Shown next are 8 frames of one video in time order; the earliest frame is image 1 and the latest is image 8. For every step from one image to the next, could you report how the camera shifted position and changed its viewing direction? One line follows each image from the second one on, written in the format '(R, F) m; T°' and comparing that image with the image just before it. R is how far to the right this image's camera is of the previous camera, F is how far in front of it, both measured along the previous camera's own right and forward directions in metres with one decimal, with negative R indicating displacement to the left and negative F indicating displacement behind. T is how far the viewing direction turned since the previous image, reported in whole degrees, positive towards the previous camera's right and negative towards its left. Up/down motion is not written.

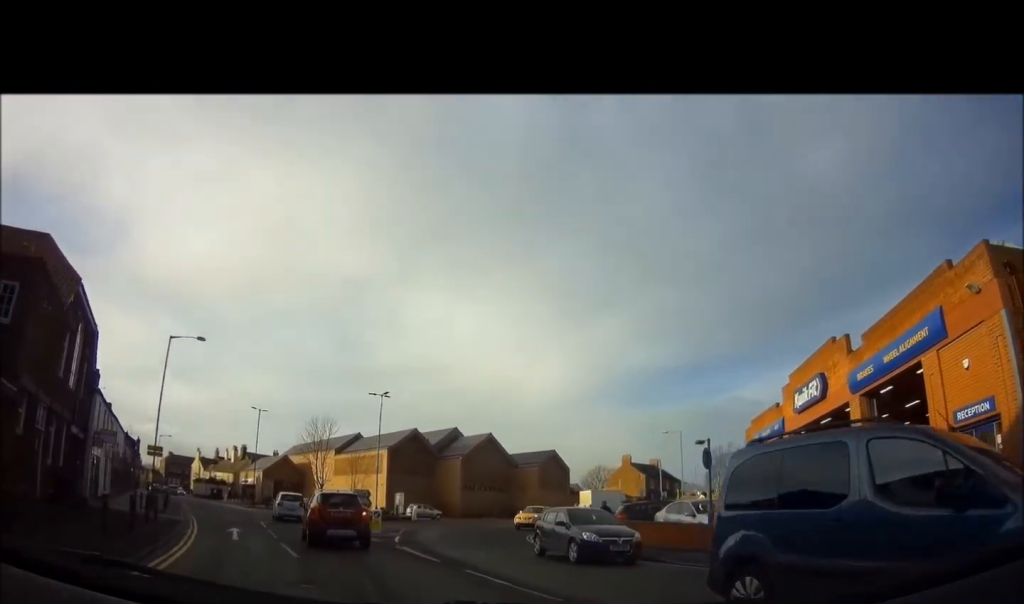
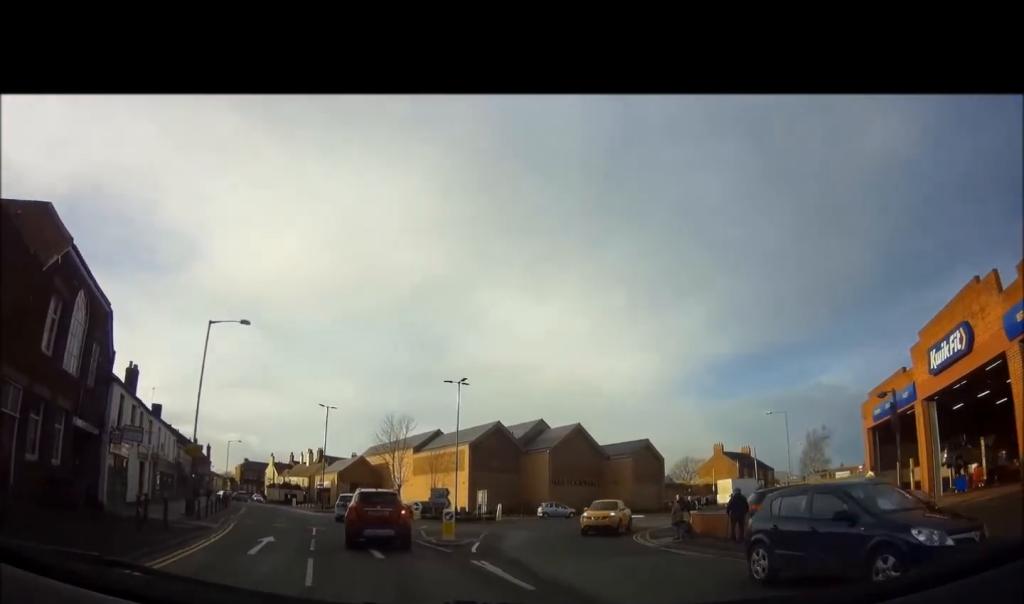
(-0.3, +4.2) m; -8°
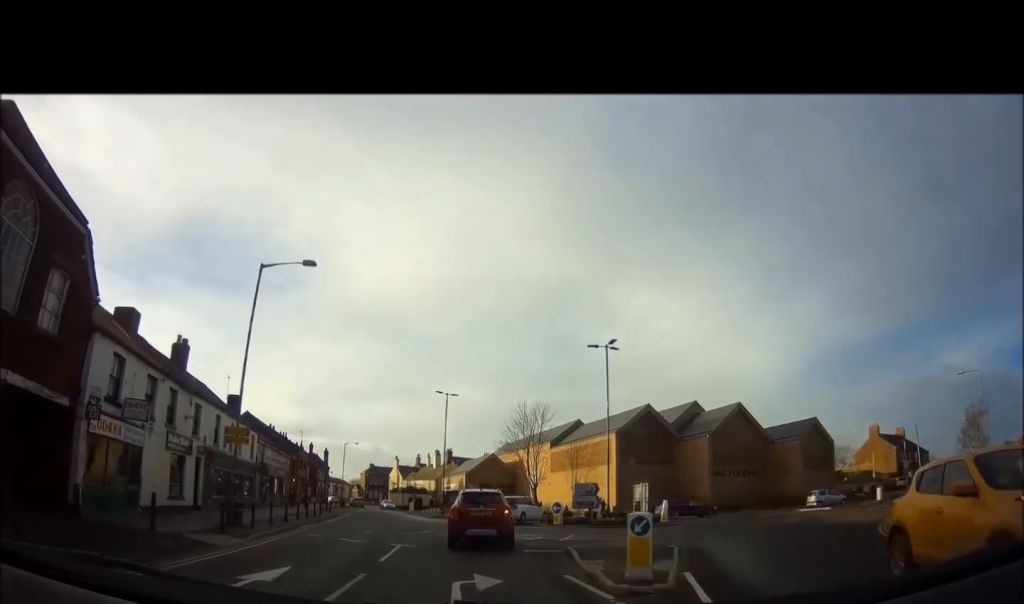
(-1.0, +8.5) m; -18°
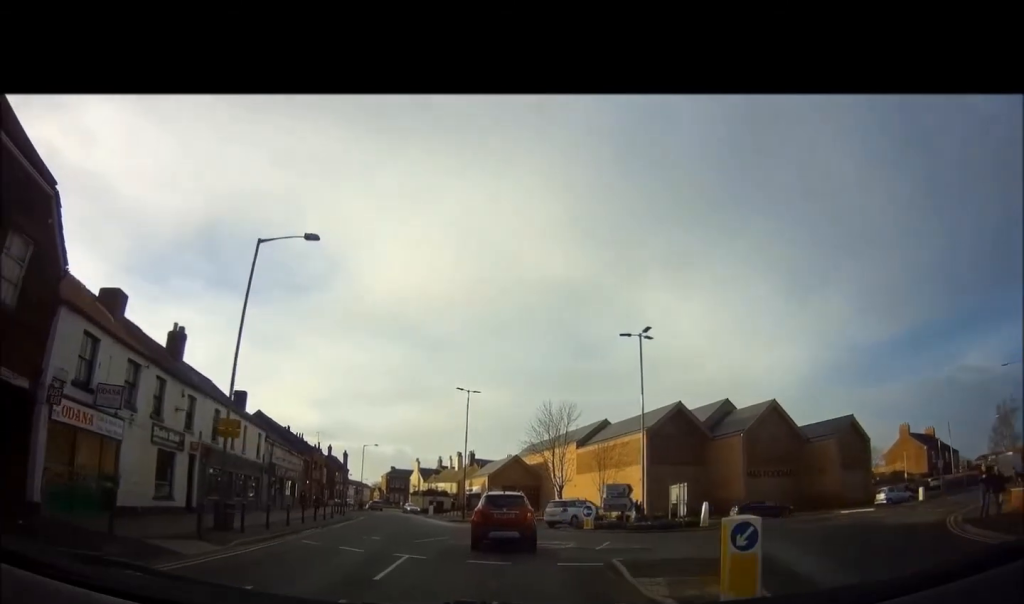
(-0.4, +2.5) m; -2°
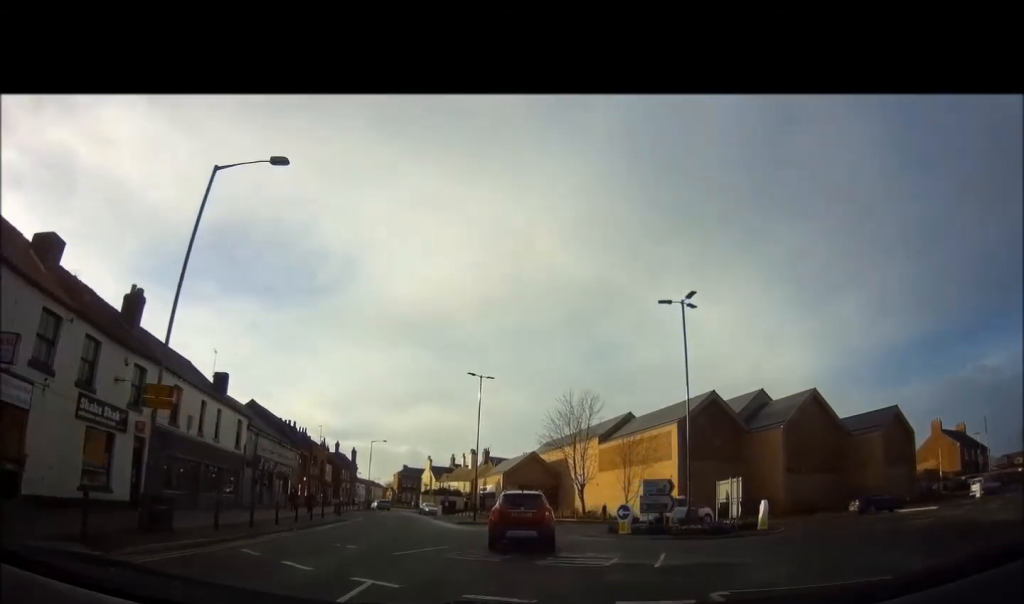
(-0.3, +4.6) m; -1°
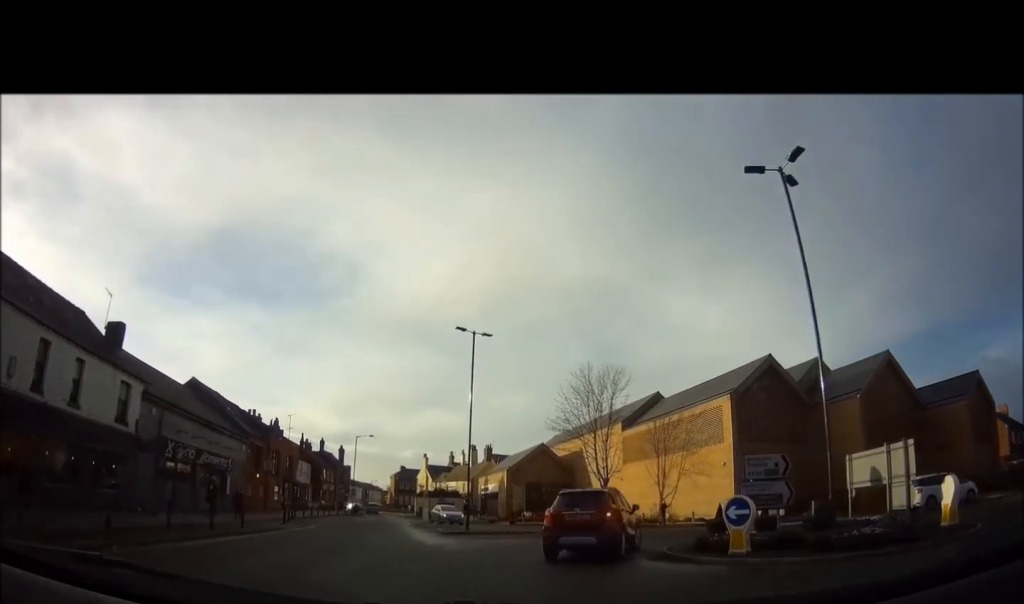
(+0.5, +9.5) m; +3°
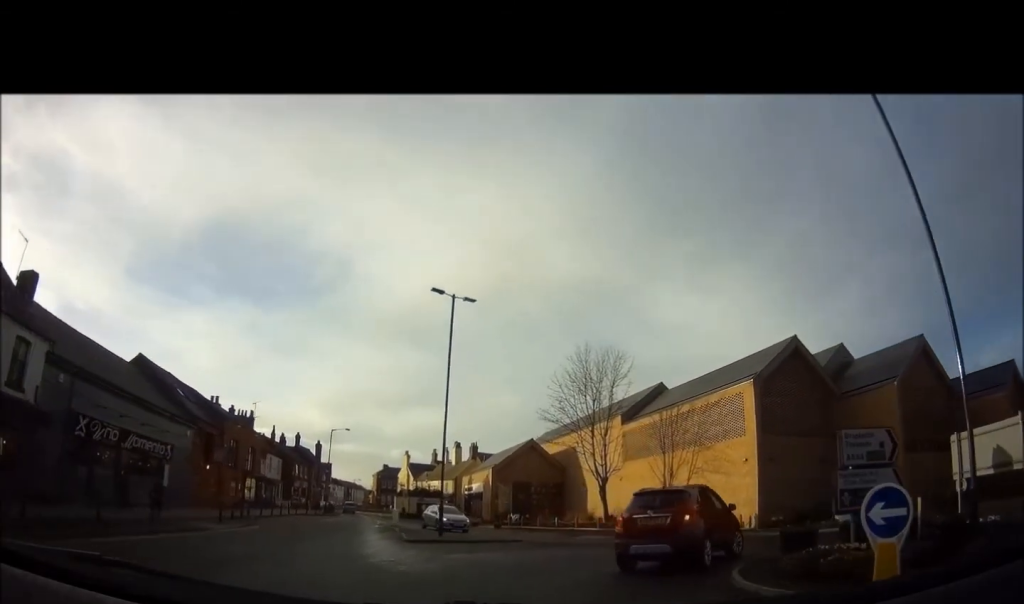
(0.0, +5.0) m; +3°
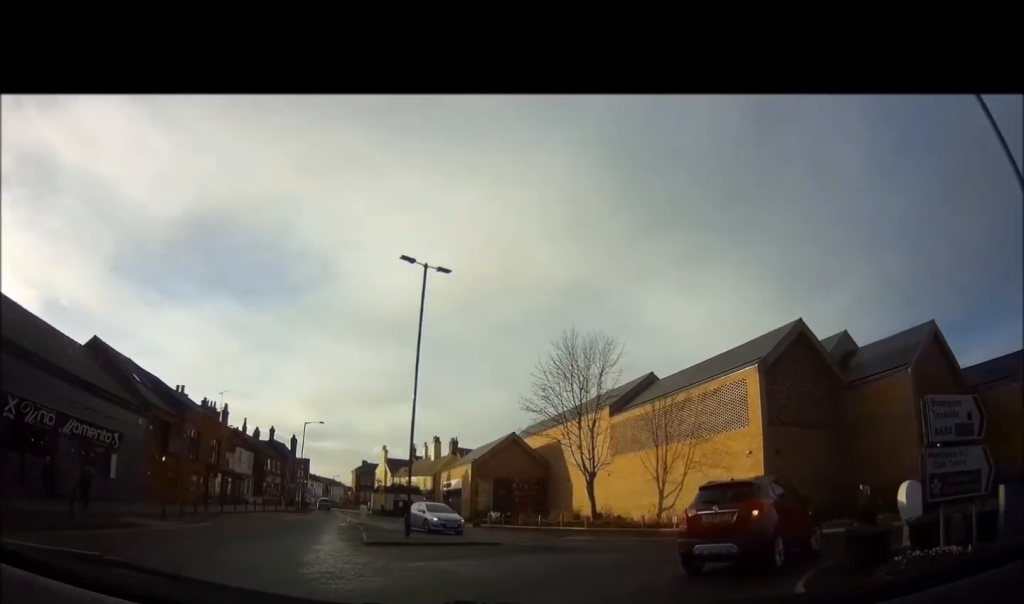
(-0.2, +3.1) m; +4°
